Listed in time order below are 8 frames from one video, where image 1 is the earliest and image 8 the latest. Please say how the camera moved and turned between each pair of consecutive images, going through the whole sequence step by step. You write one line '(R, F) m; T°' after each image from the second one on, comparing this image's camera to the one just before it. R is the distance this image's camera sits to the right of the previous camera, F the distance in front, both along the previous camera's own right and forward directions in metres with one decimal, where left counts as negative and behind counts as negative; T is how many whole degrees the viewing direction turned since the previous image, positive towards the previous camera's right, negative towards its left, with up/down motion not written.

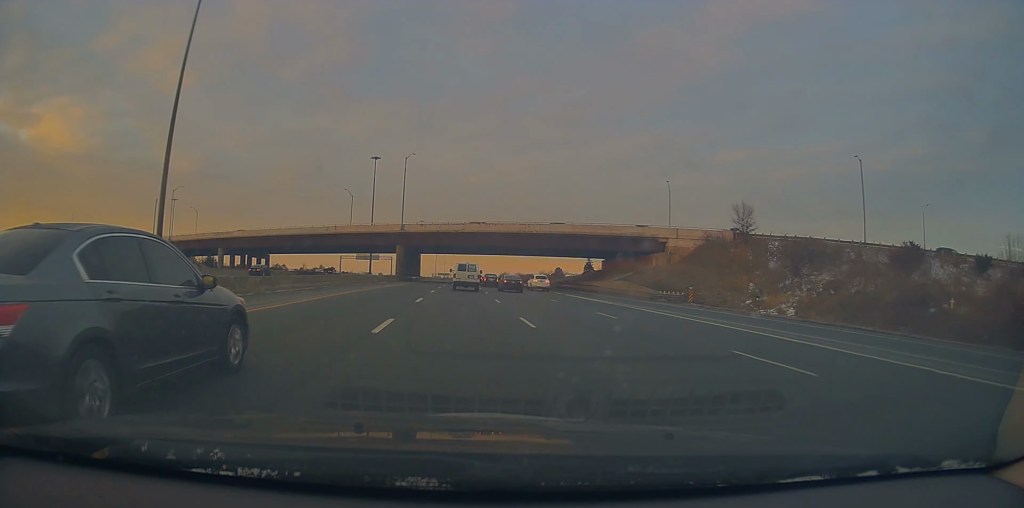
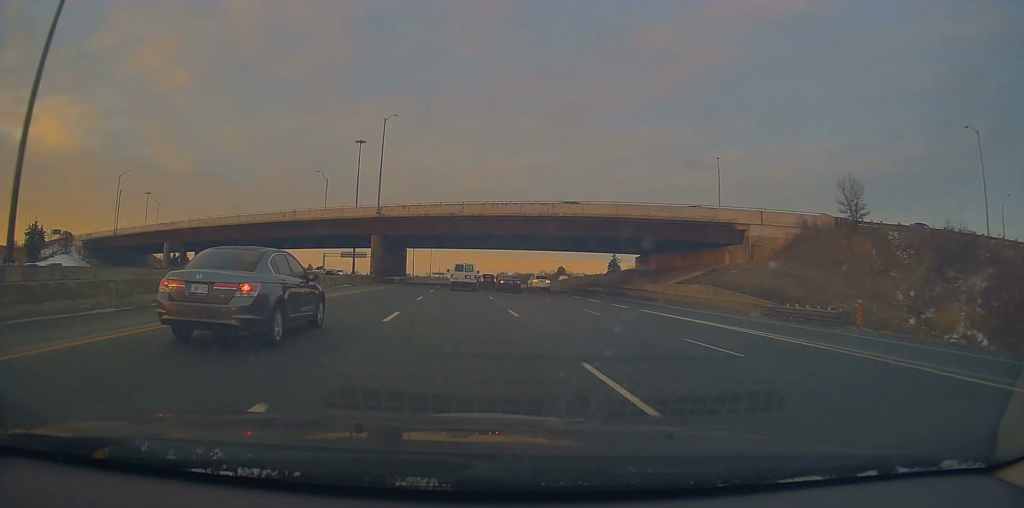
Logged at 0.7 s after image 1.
(+0.2, +21.2) m; +1°
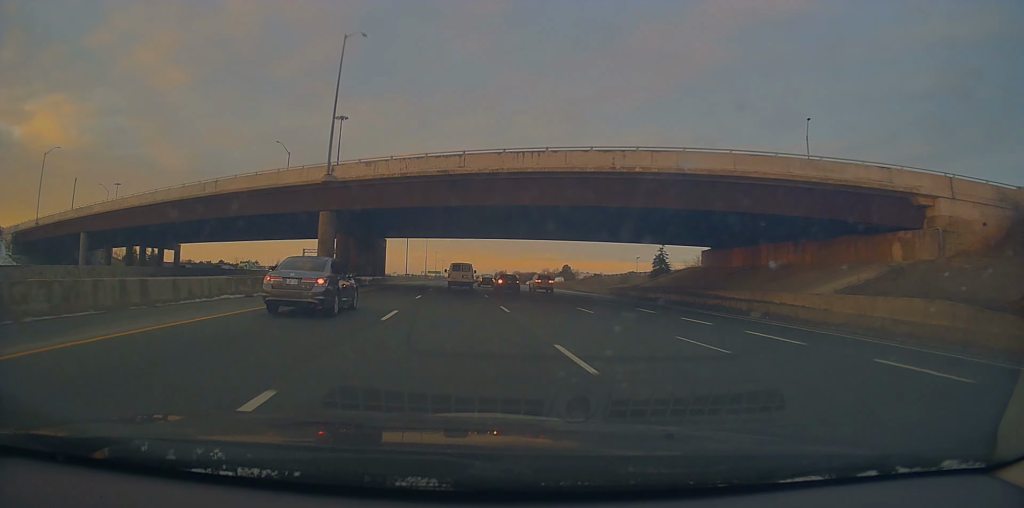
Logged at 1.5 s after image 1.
(+0.2, +23.2) m; +1°
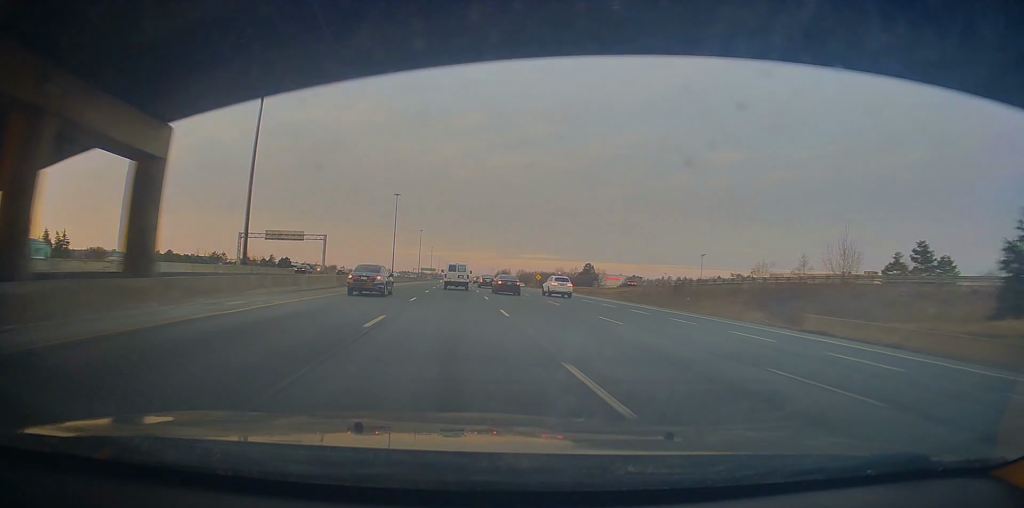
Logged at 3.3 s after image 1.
(+0.5, +52.2) m; 0°
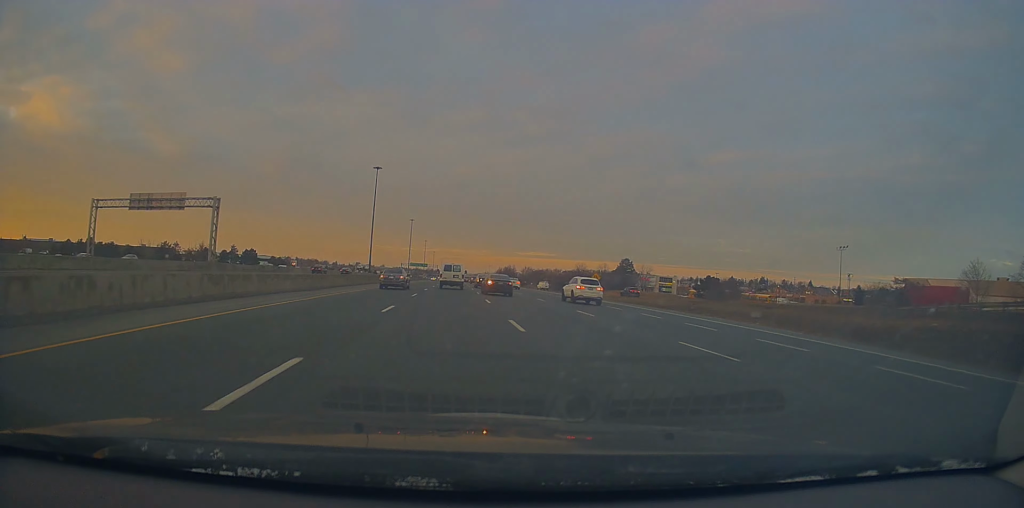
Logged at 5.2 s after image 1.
(-0.1, +54.4) m; 0°
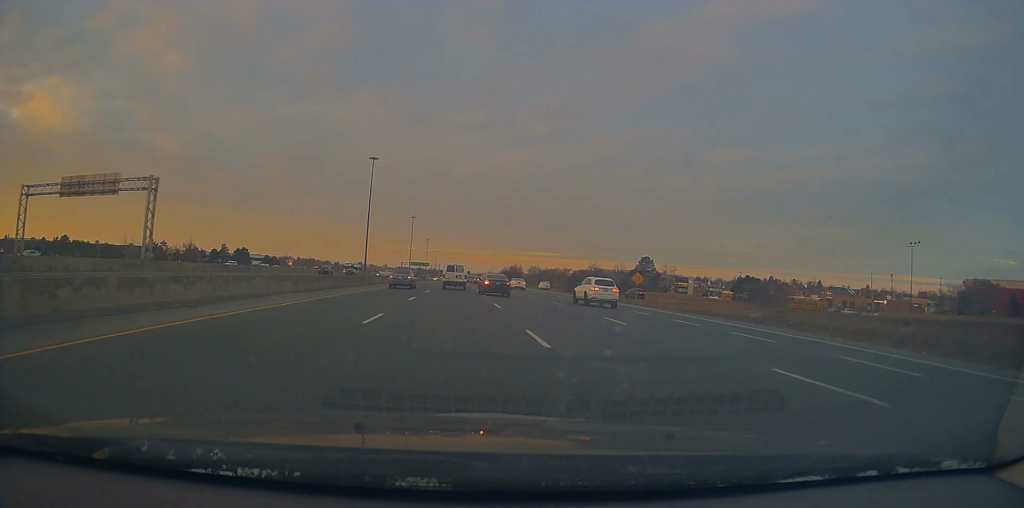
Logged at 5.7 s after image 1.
(+0.5, +15.6) m; 0°
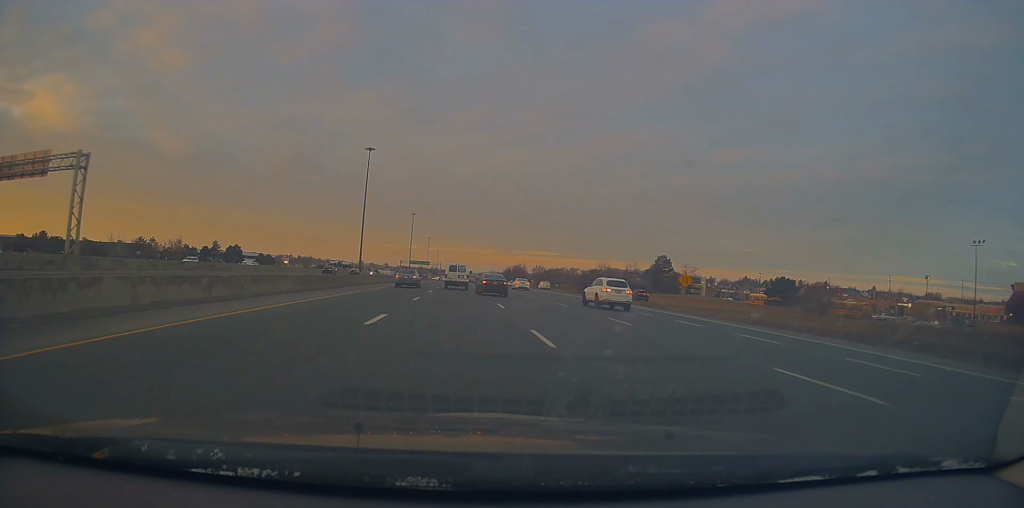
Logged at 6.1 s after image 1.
(-0.2, +11.9) m; 0°
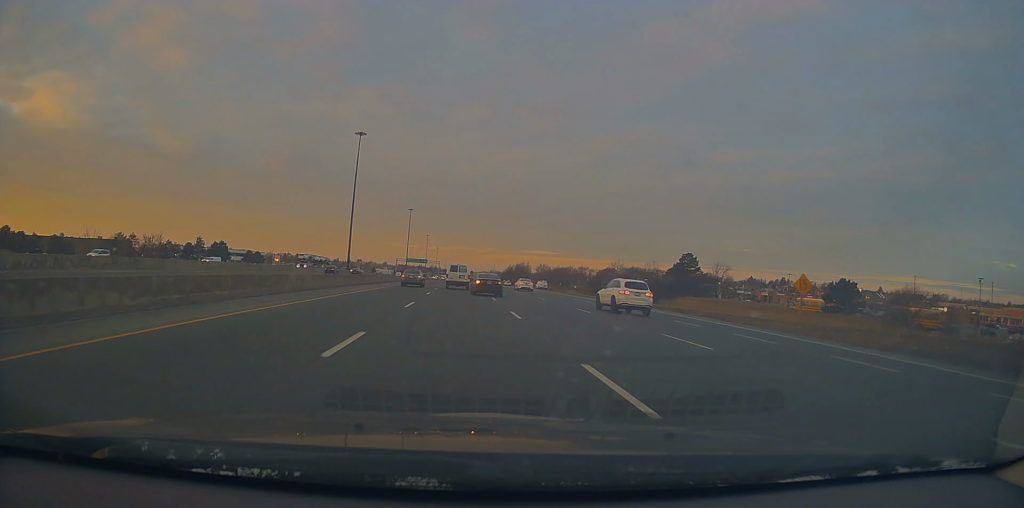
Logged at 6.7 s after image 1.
(-0.6, +17.0) m; 0°
